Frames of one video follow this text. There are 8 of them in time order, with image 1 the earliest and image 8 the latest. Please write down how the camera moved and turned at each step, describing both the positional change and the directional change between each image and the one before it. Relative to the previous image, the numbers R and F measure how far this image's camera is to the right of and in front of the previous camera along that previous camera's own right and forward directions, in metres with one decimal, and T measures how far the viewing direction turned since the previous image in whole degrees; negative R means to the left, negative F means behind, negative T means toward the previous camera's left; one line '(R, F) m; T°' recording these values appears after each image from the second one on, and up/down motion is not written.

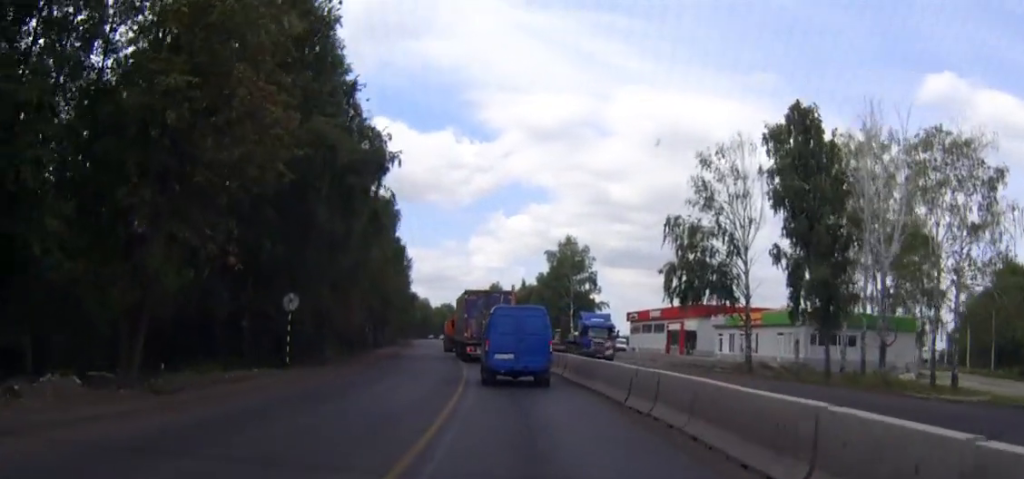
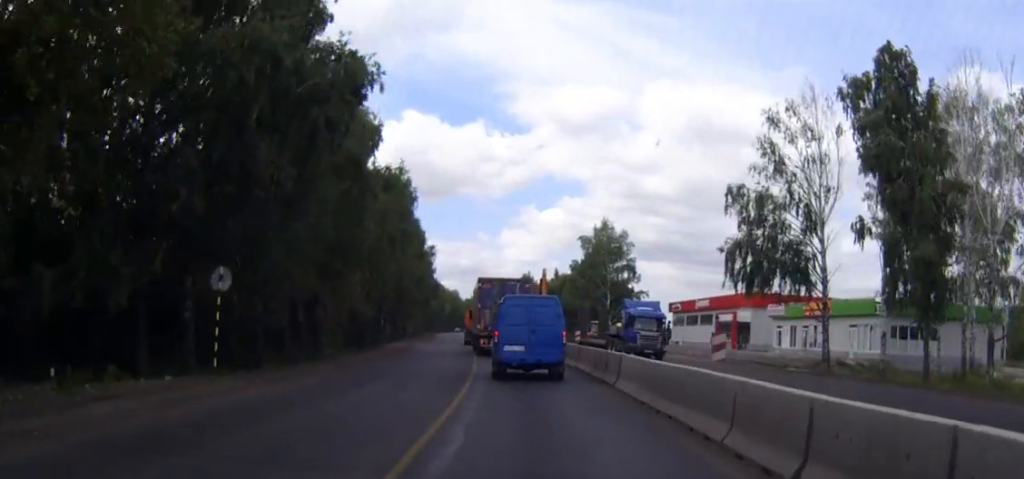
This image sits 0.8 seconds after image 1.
(-0.2, +10.4) m; -2°
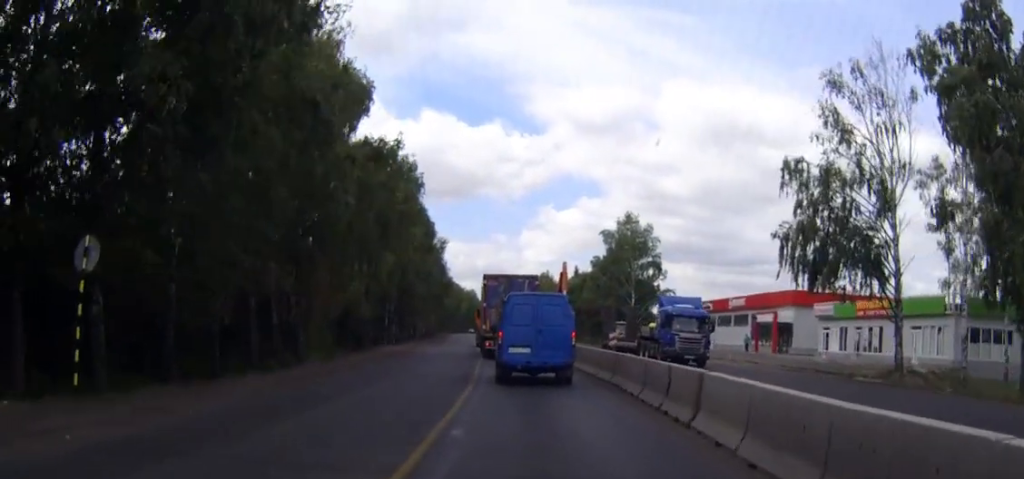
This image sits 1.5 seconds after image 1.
(-0.2, +8.2) m; -1°
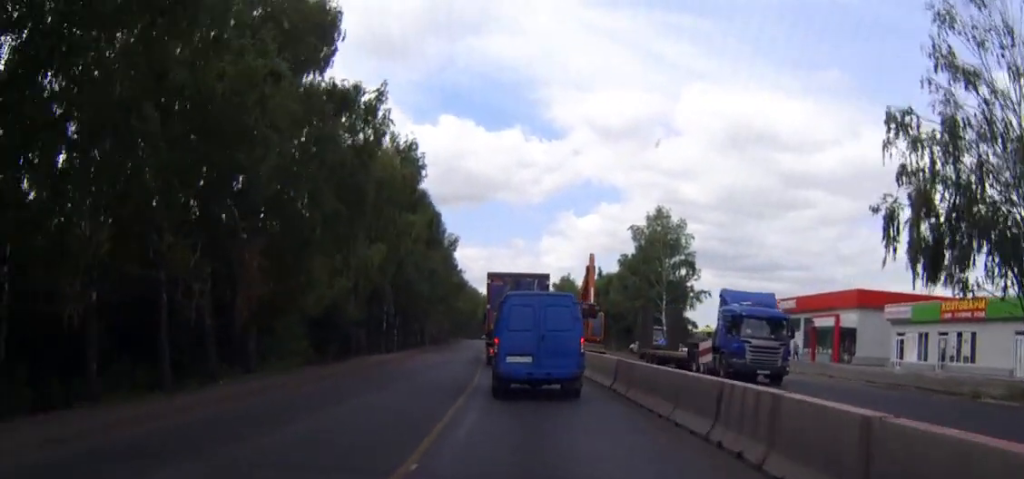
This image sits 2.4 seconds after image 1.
(-0.2, +11.1) m; -1°
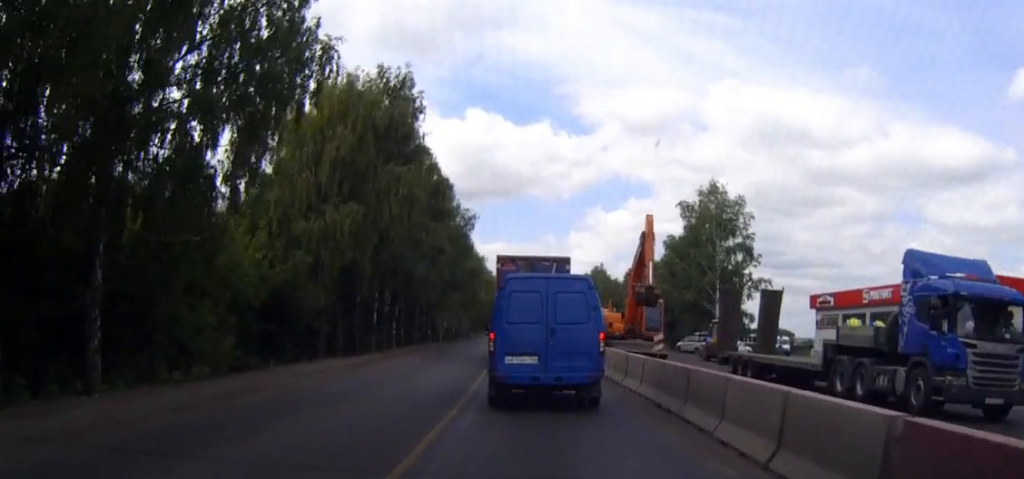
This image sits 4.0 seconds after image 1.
(-0.3, +16.6) m; -2°
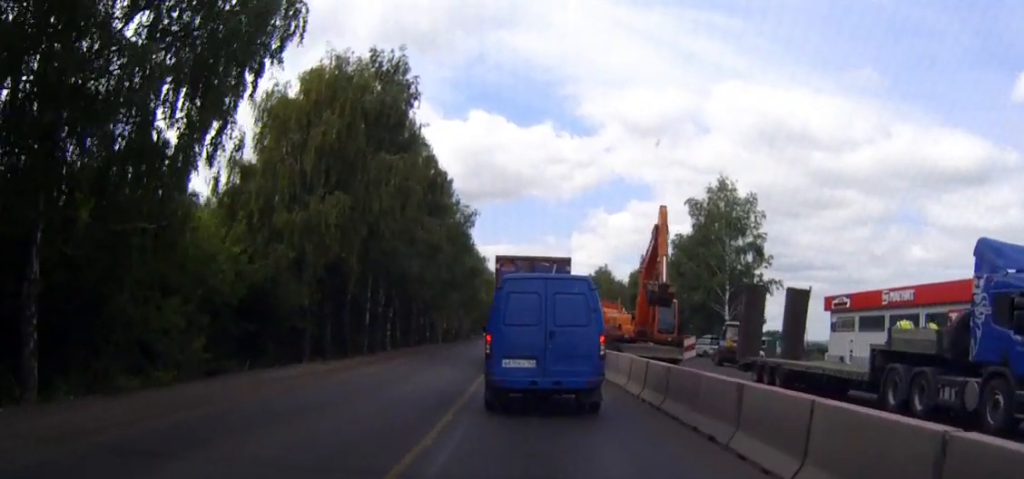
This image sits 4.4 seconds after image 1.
(-0.1, +3.5) m; 0°
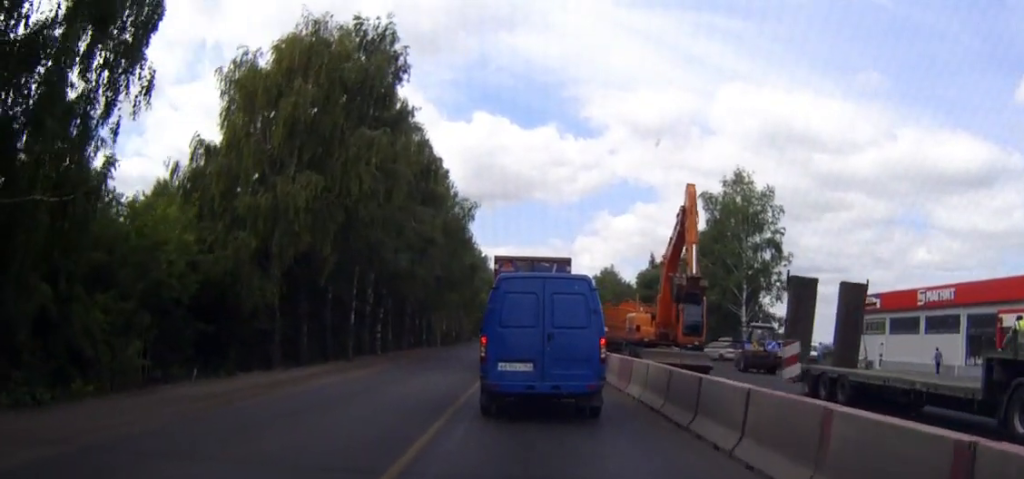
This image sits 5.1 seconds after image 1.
(0.0, +5.9) m; -1°
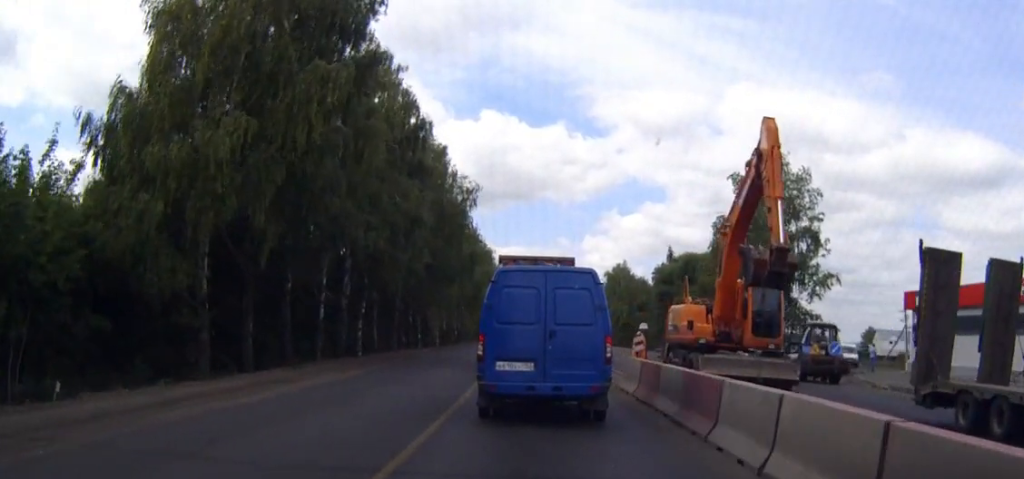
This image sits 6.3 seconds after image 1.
(-0.2, +9.4) m; -2°
